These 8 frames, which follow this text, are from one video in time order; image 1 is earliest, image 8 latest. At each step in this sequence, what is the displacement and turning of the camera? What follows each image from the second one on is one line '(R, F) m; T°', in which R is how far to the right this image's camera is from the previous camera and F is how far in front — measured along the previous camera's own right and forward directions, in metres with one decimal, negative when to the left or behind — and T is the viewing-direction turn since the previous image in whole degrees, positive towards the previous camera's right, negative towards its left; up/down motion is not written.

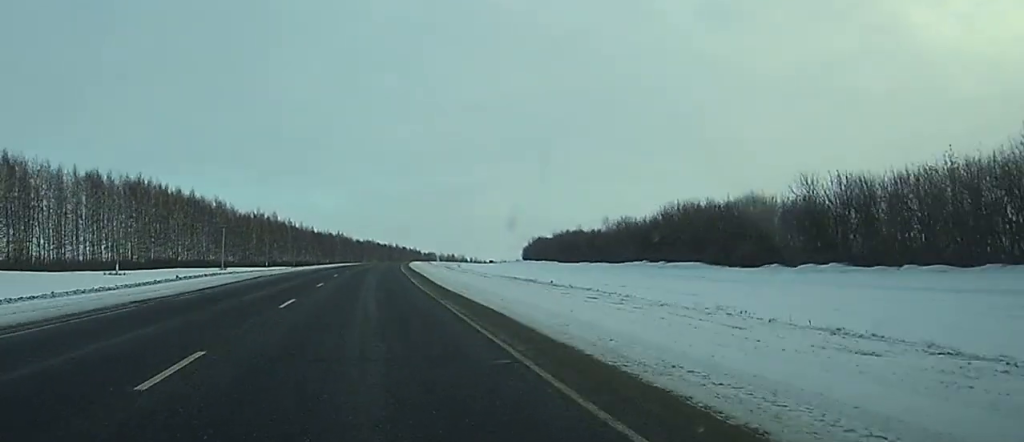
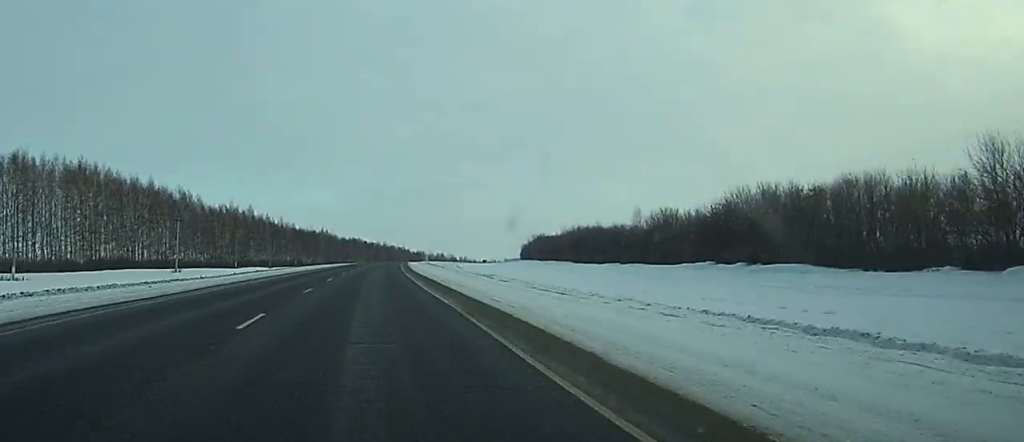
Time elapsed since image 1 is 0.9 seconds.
(+0.2, +31.1) m; +1°
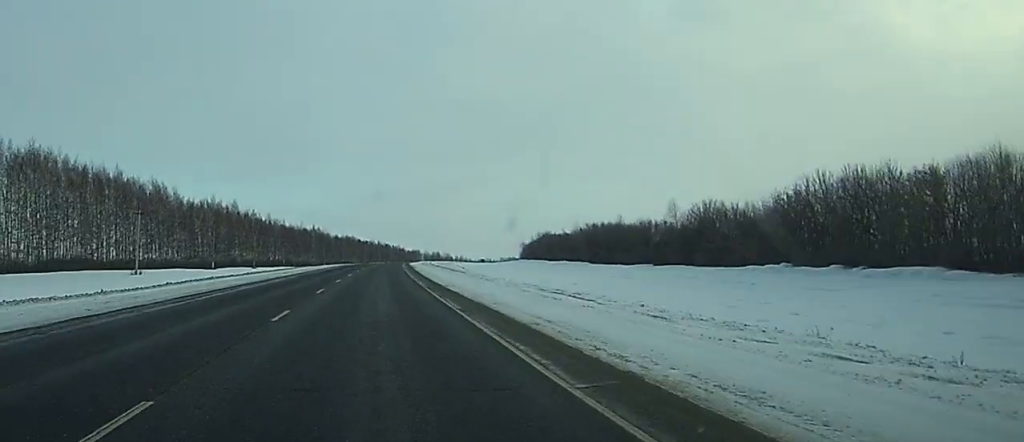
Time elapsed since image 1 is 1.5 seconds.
(0.0, +21.5) m; +1°
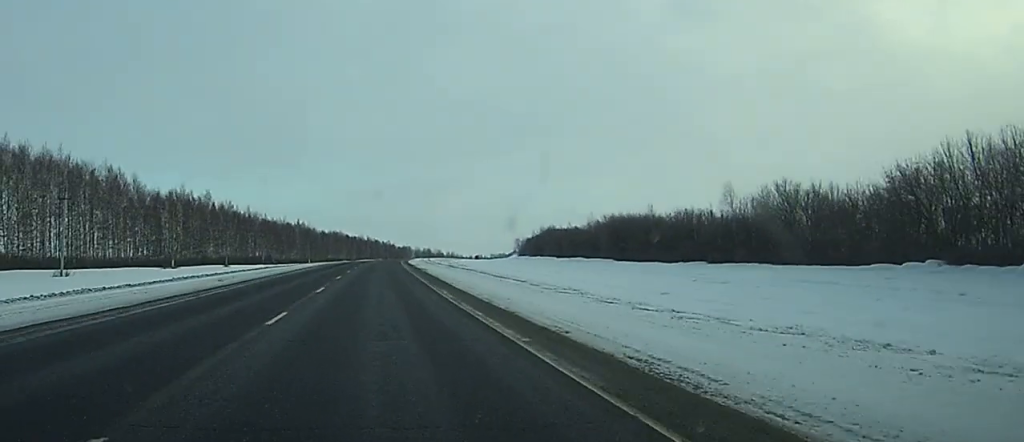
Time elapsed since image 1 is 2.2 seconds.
(+0.3, +26.3) m; +1°
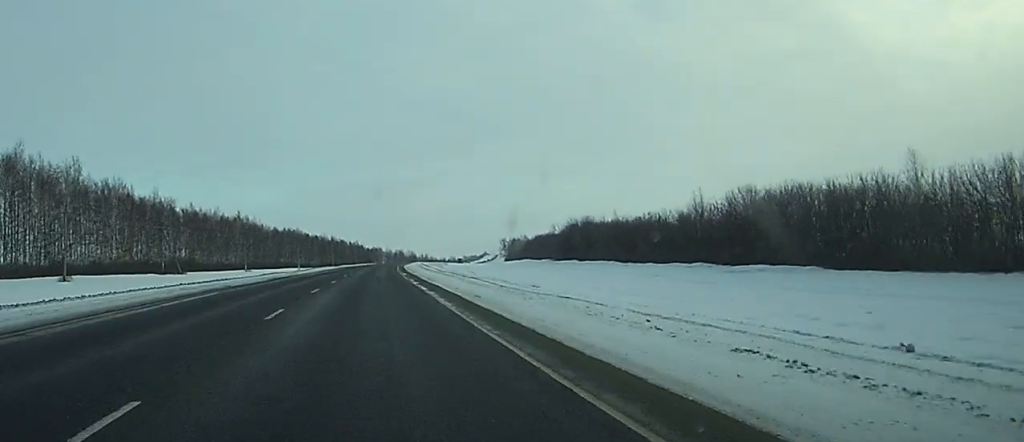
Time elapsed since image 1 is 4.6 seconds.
(+1.4, +84.4) m; +2°
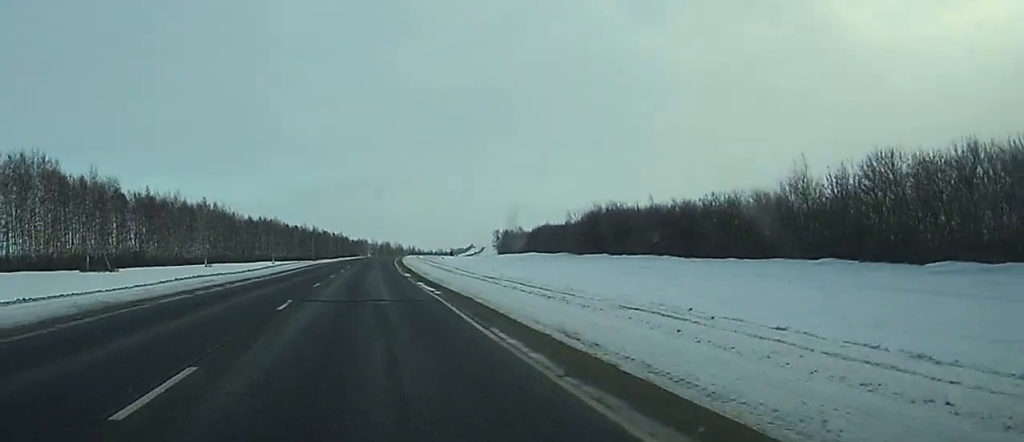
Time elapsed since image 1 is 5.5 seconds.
(+0.4, +34.4) m; +1°
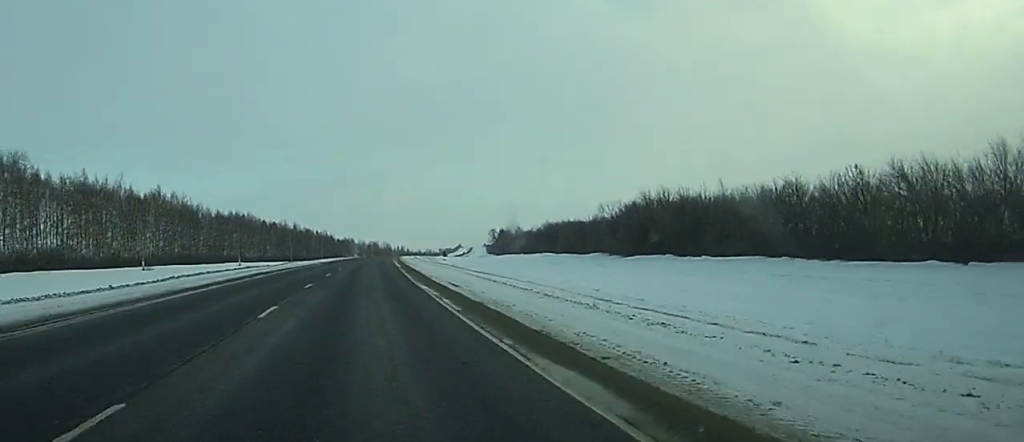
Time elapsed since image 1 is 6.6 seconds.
(+0.3, +39.3) m; +1°
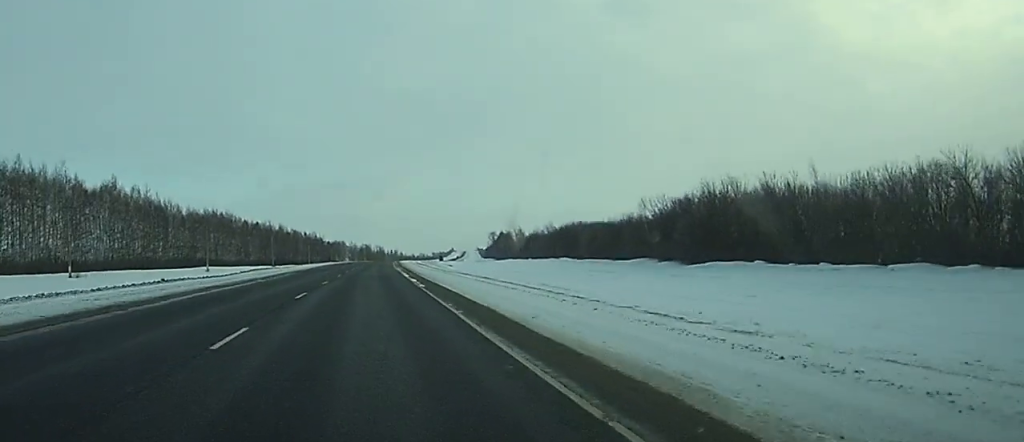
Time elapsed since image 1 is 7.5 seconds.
(+0.1, +29.8) m; 0°
